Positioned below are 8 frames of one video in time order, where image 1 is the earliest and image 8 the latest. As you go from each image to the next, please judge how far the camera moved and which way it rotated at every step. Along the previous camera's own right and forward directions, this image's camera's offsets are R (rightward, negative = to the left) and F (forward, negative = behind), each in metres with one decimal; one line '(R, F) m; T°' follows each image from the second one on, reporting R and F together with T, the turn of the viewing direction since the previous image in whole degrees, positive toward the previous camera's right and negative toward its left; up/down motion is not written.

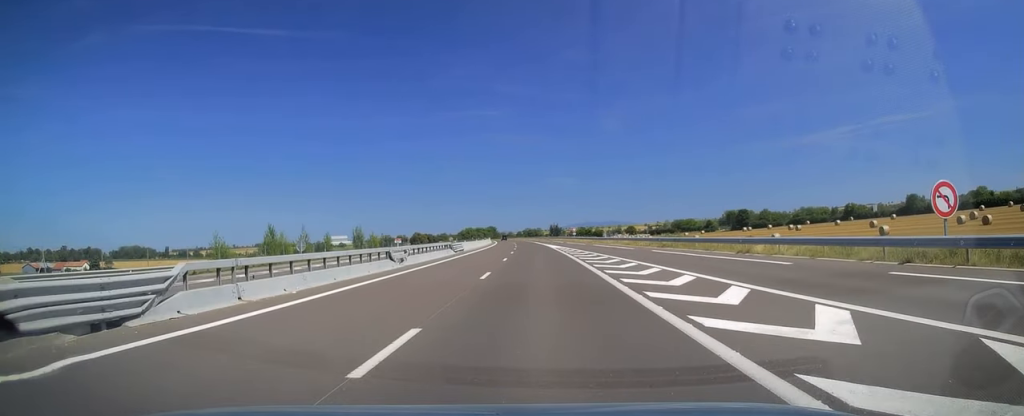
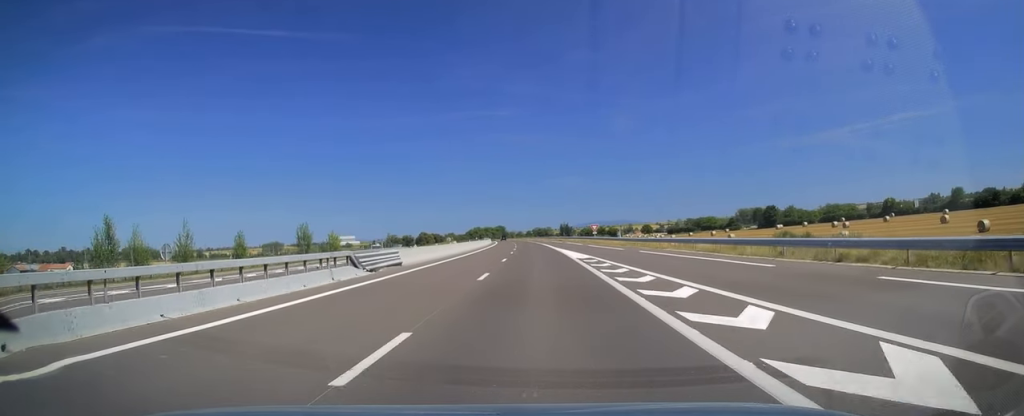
(-0.7, +26.4) m; -1°
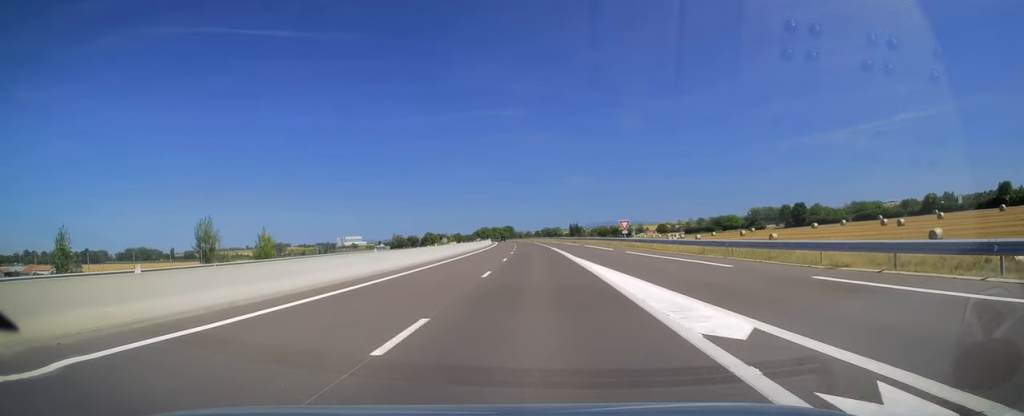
(+0.1, +24.4) m; -1°
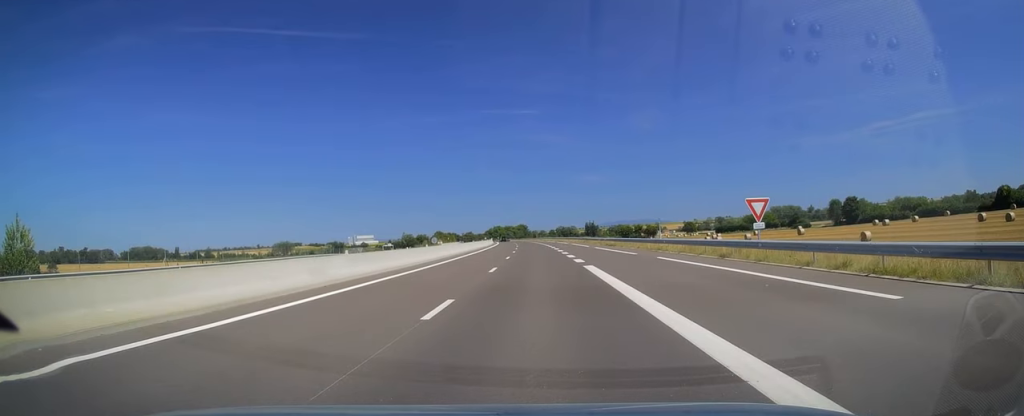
(-0.7, +36.1) m; -2°
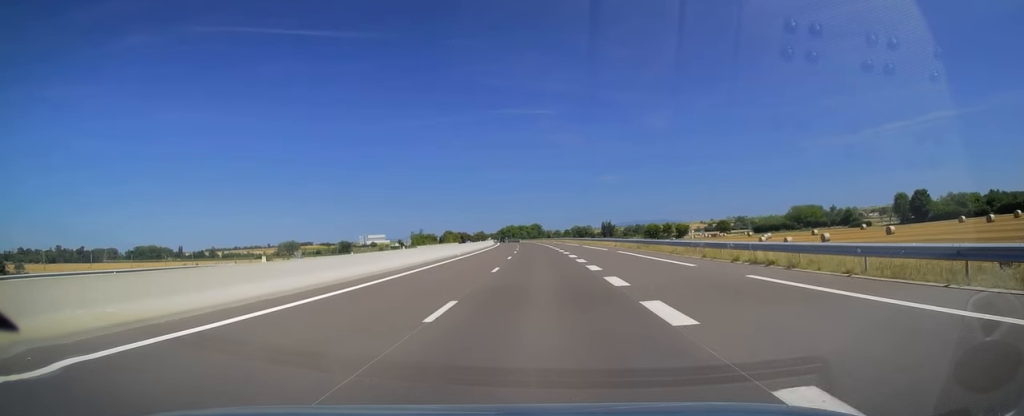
(-0.2, +39.1) m; -1°
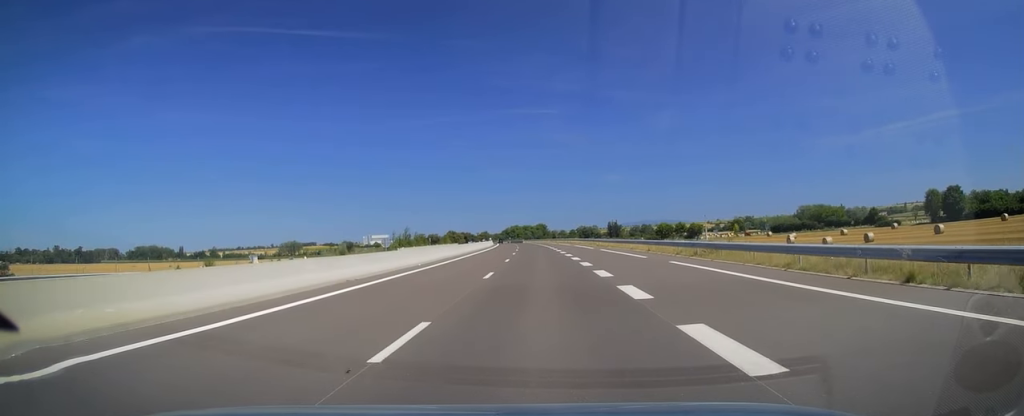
(0.0, +16.1) m; -1°
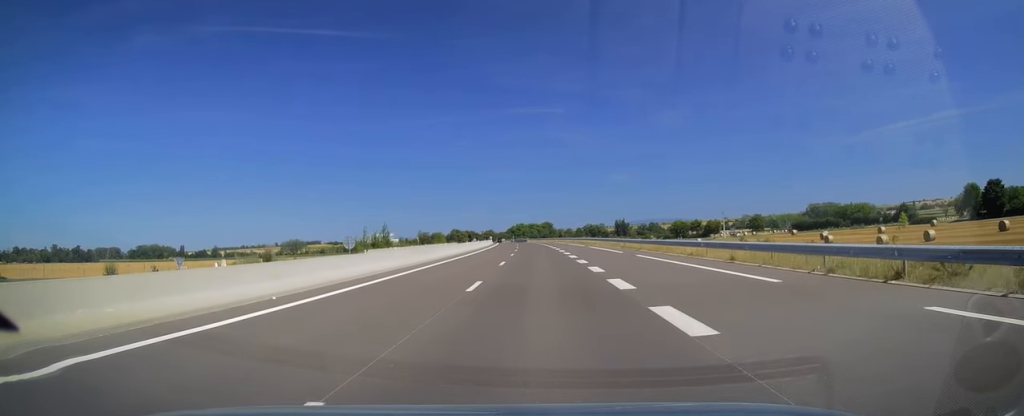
(-0.1, +17.6) m; 0°
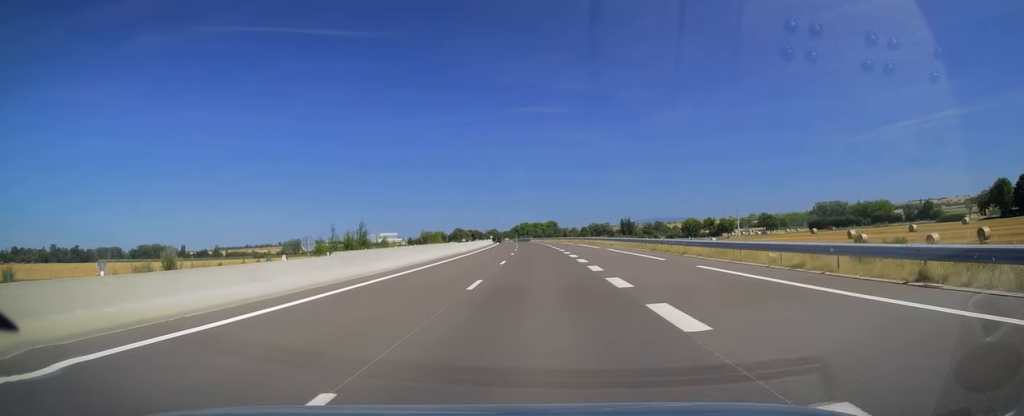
(-0.1, +12.7) m; 0°
